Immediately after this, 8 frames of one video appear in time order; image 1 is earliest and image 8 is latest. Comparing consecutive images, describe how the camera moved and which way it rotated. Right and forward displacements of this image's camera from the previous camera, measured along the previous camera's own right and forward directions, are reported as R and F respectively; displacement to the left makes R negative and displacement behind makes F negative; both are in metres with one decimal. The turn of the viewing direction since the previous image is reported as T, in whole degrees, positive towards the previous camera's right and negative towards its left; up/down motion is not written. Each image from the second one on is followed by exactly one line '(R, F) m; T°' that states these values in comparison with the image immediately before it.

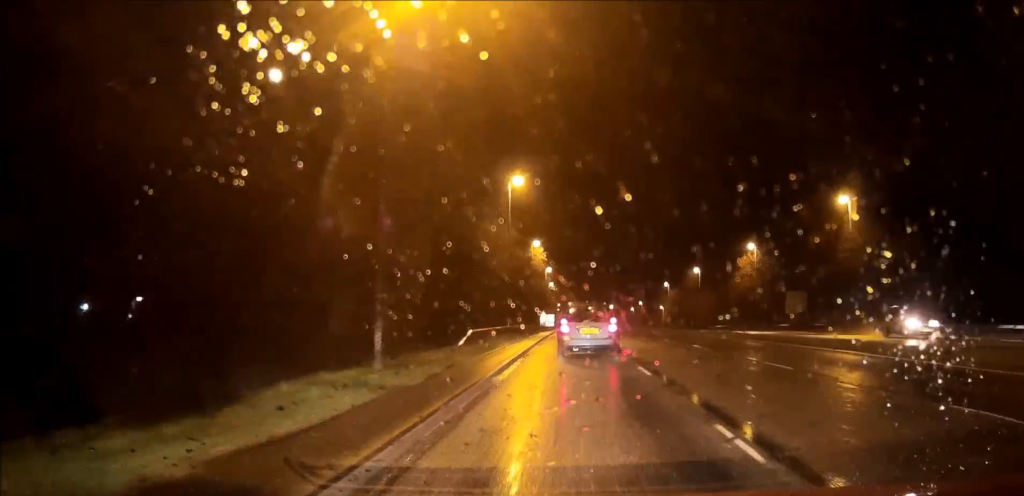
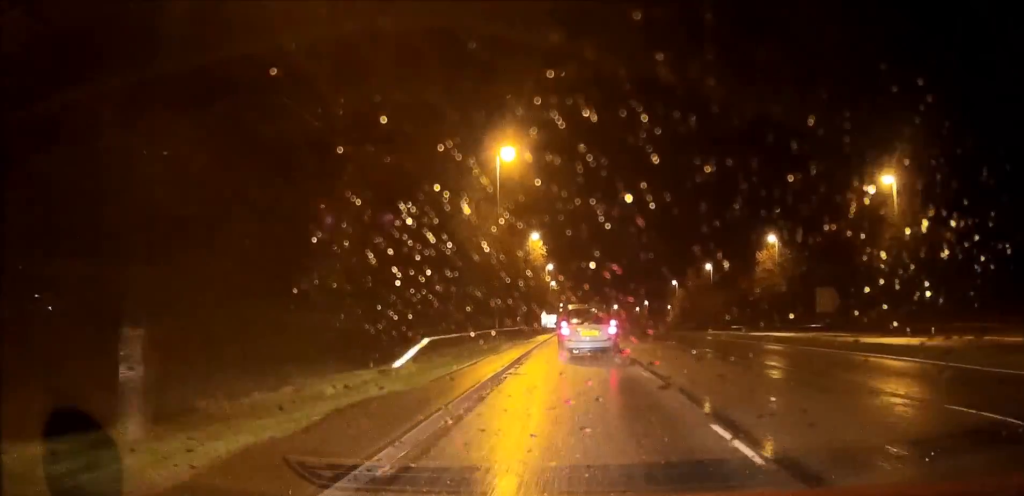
(0.0, +9.0) m; 0°
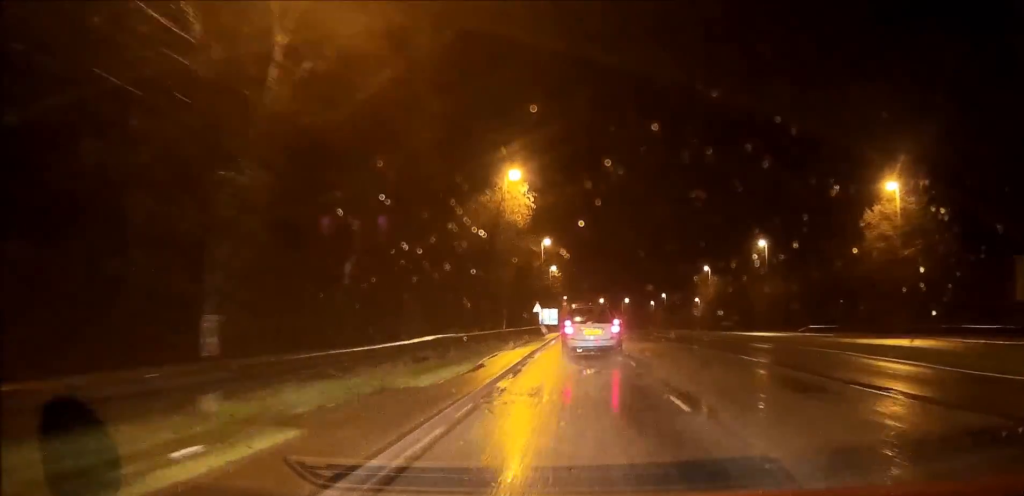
(0.0, +32.6) m; 0°
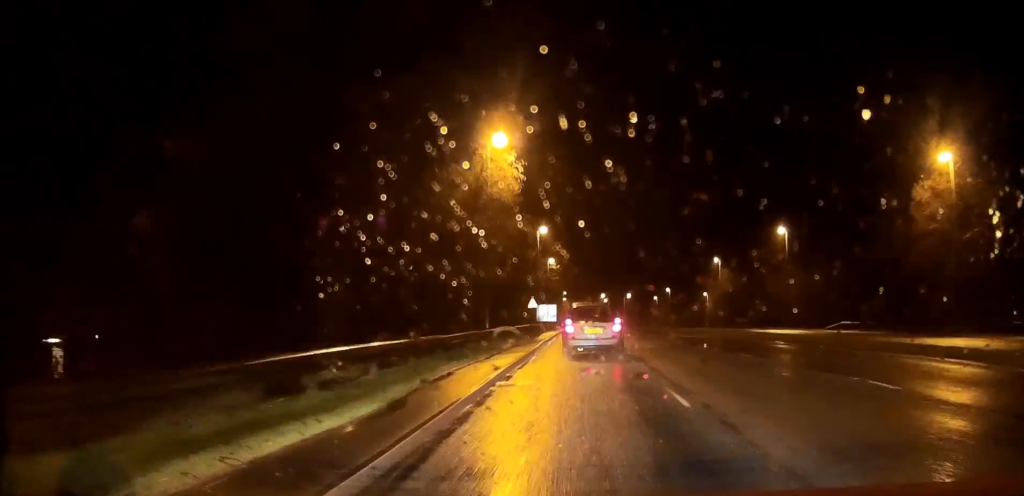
(0.0, +8.7) m; 0°
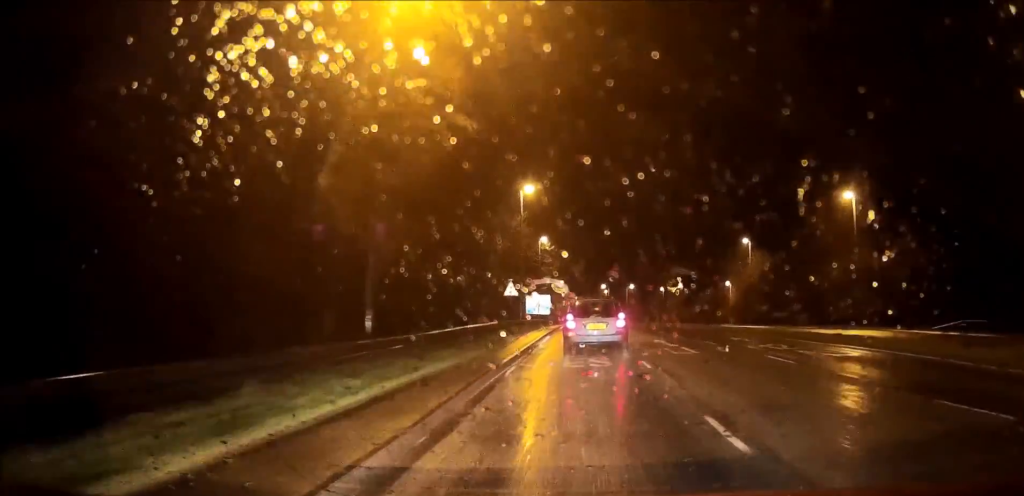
(+0.1, +21.3) m; 0°
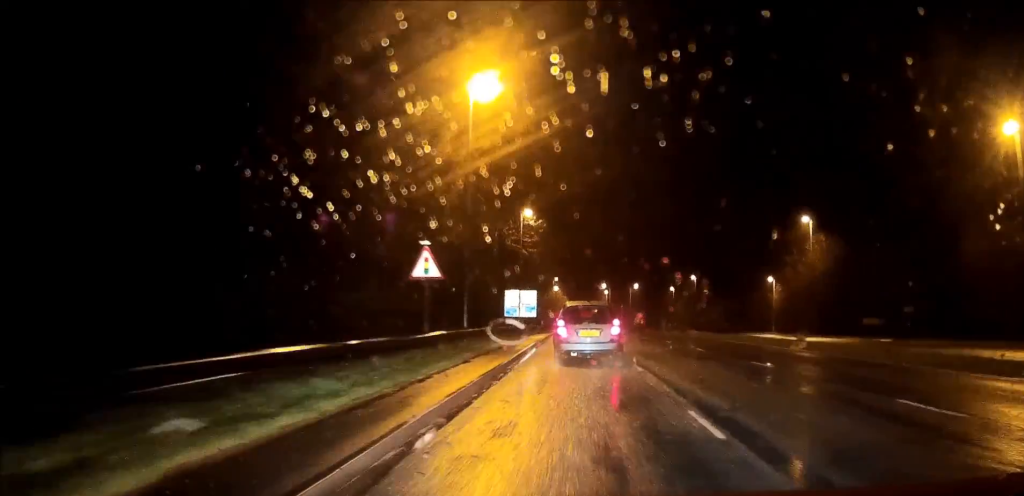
(+0.1, +26.3) m; 0°
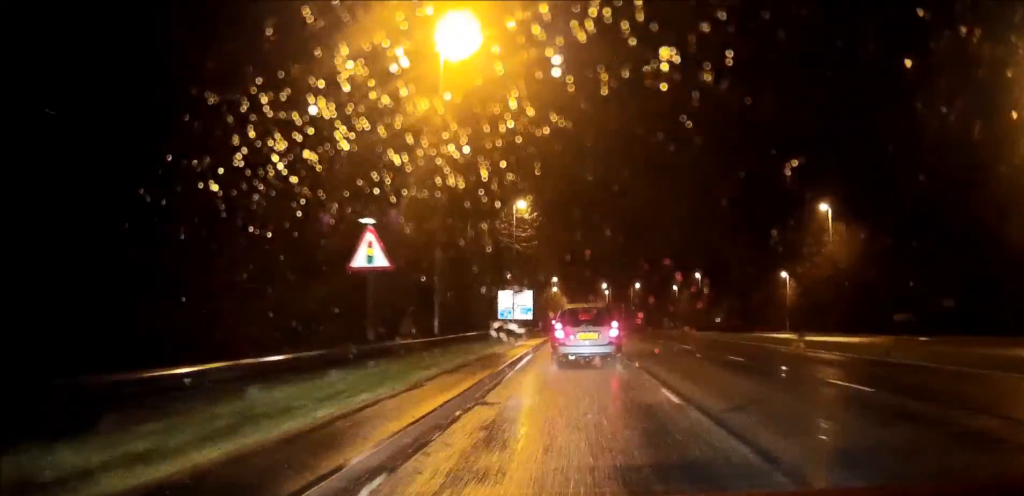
(0.0, +6.0) m; 0°
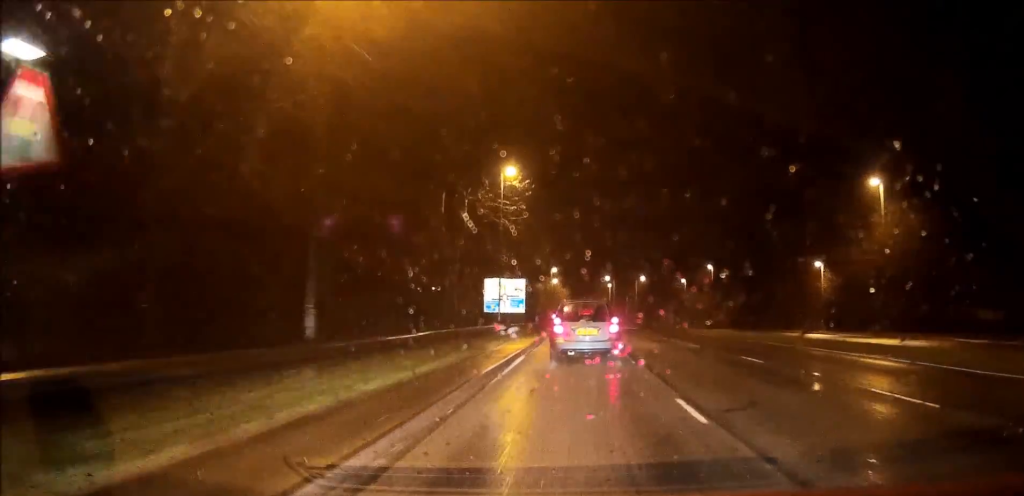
(0.0, +11.3) m; 0°
